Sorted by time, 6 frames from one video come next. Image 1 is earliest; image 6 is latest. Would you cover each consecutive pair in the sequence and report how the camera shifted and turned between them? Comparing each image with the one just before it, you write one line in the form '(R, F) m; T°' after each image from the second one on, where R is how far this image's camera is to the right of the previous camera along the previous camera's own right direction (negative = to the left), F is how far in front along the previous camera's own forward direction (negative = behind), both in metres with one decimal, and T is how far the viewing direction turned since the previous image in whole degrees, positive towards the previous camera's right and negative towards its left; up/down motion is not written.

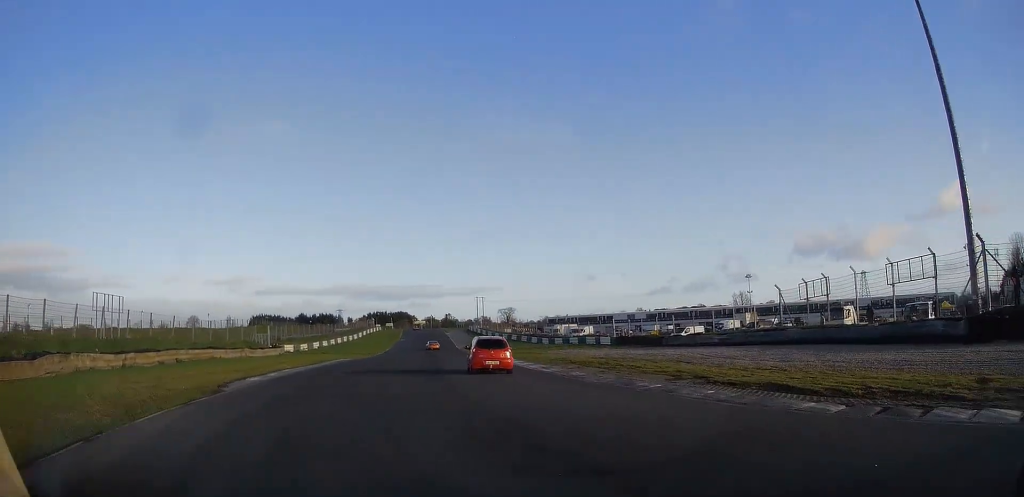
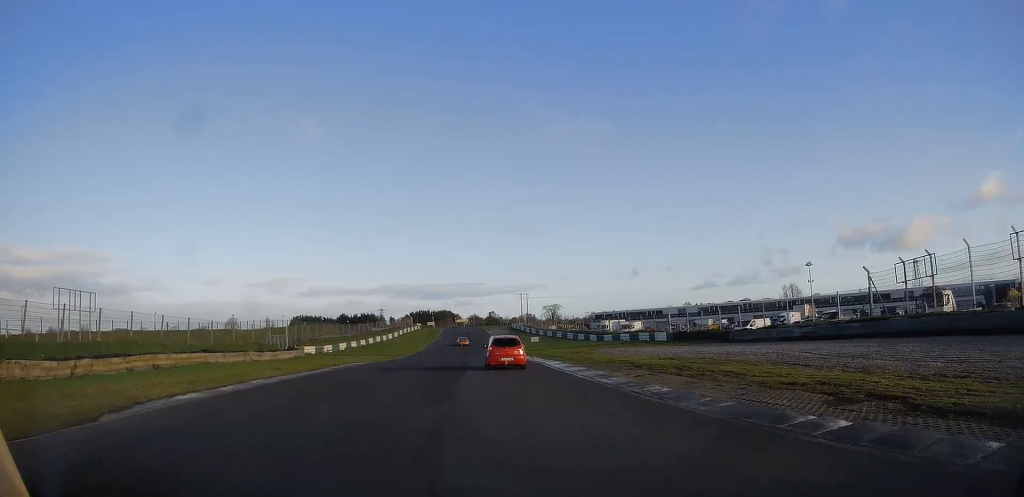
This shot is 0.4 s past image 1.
(-0.8, +8.2) m; -4°
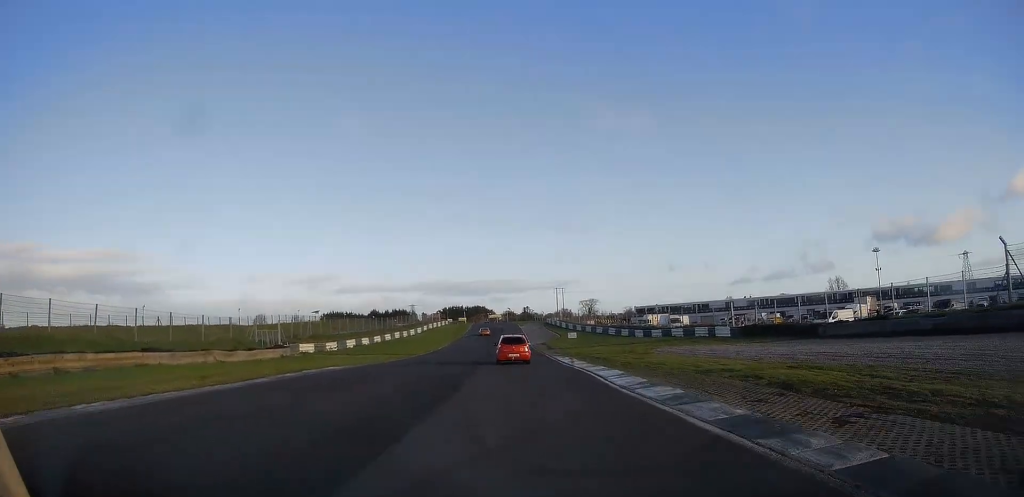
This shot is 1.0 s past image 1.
(-0.6, +11.6) m; -4°
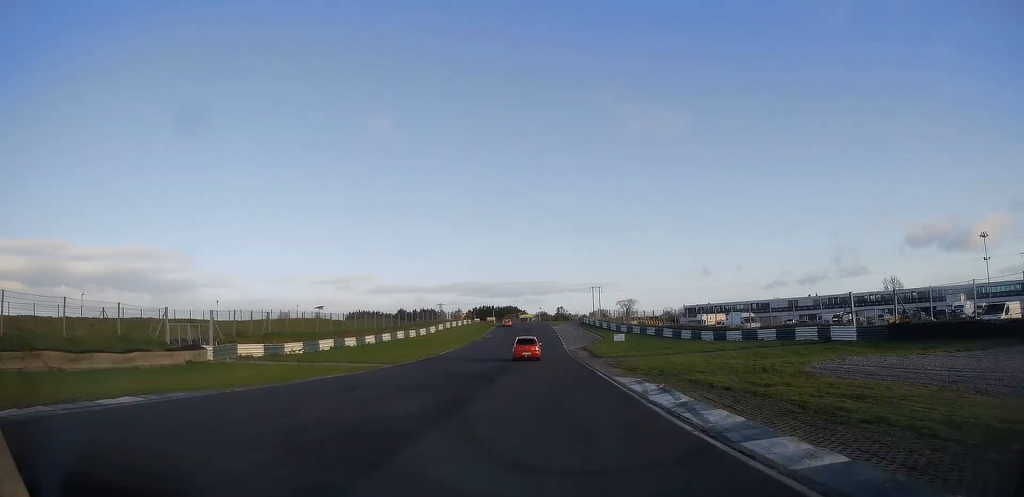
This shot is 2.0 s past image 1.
(-0.5, +19.0) m; -3°
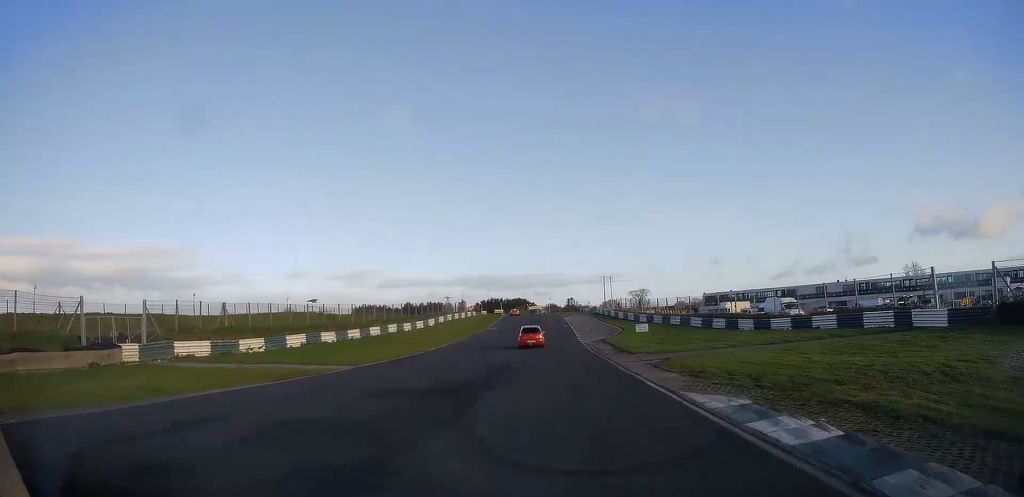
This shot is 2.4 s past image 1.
(-0.3, +9.4) m; -1°
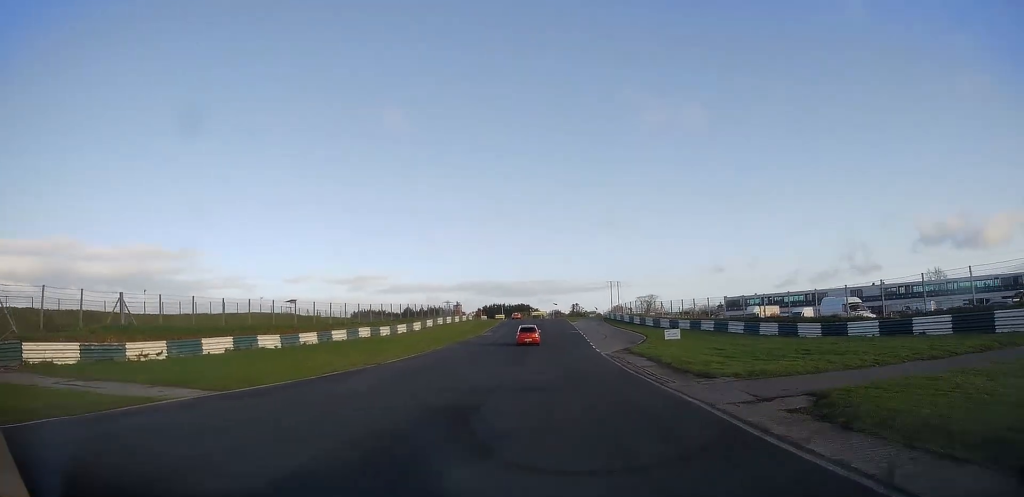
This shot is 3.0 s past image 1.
(-0.2, +12.4) m; -1°
